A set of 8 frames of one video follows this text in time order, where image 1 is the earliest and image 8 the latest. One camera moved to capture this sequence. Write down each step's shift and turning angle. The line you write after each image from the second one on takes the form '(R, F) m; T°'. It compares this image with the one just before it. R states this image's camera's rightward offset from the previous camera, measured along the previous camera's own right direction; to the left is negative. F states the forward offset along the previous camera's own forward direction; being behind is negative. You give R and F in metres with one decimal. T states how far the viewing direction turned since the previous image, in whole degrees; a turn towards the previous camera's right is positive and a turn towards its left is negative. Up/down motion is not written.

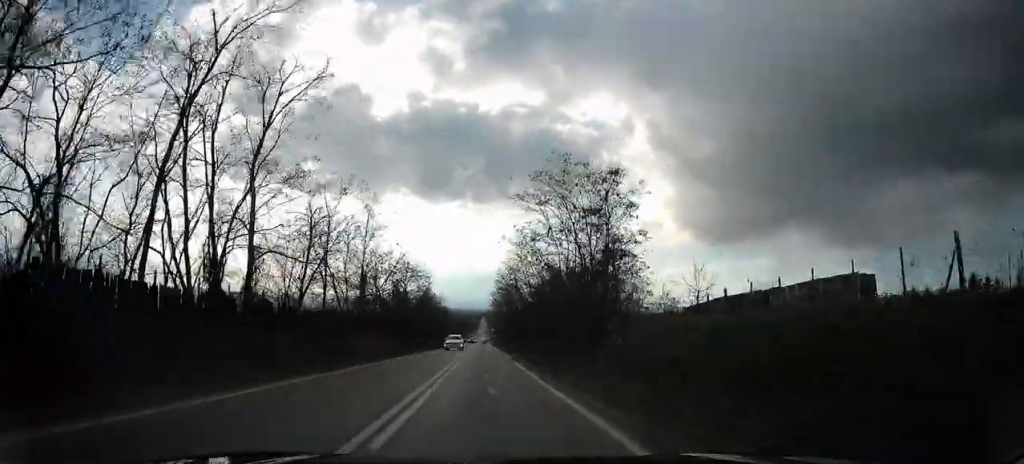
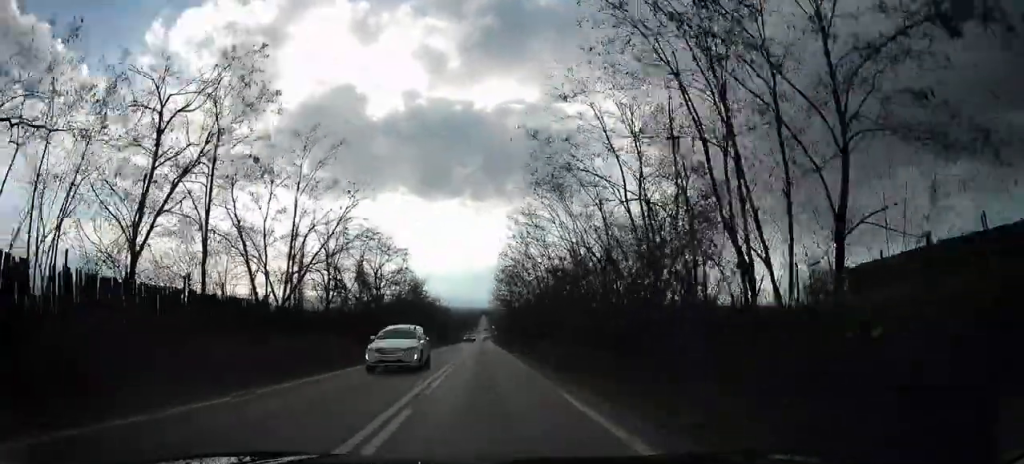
(-0.9, +16.4) m; -4°
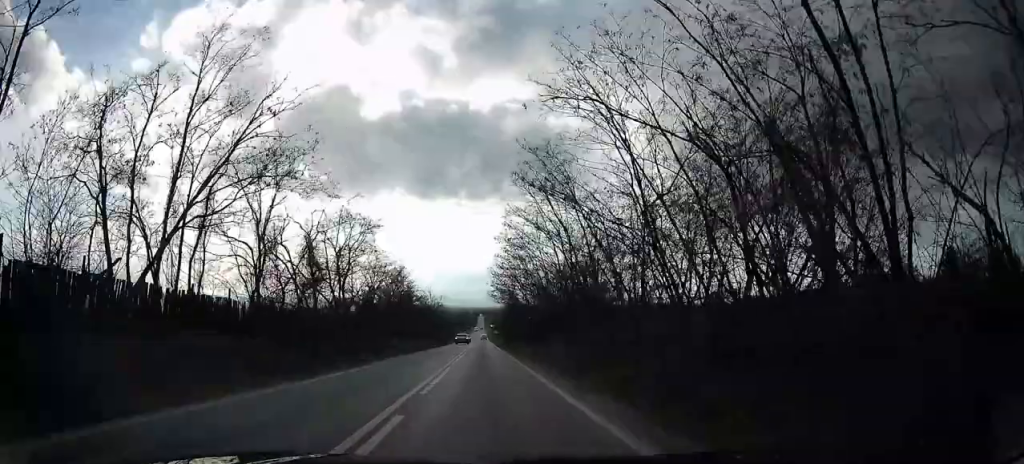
(+0.1, +11.5) m; -1°
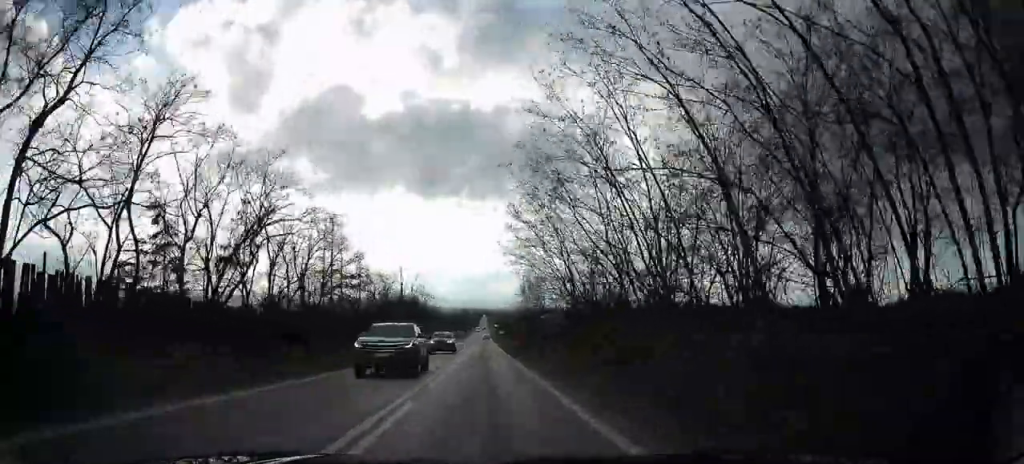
(-0.9, +31.2) m; -2°
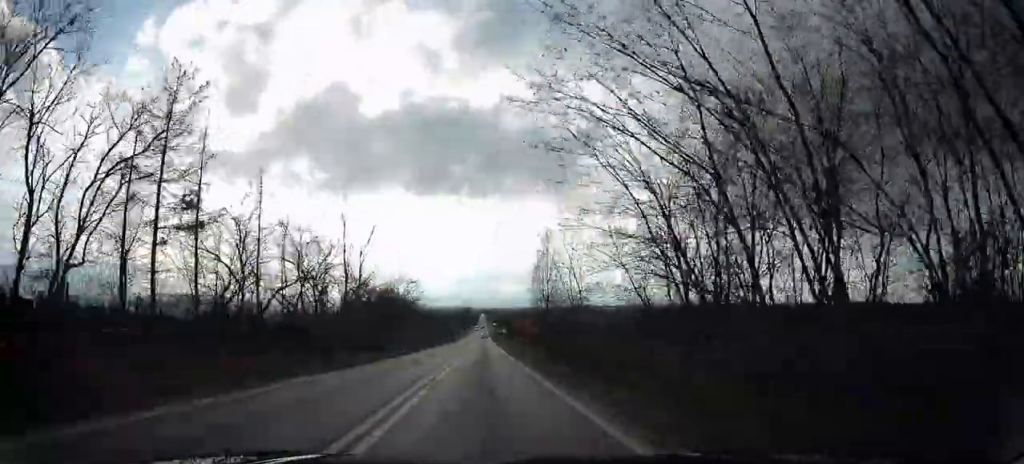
(0.0, +19.9) m; 0°
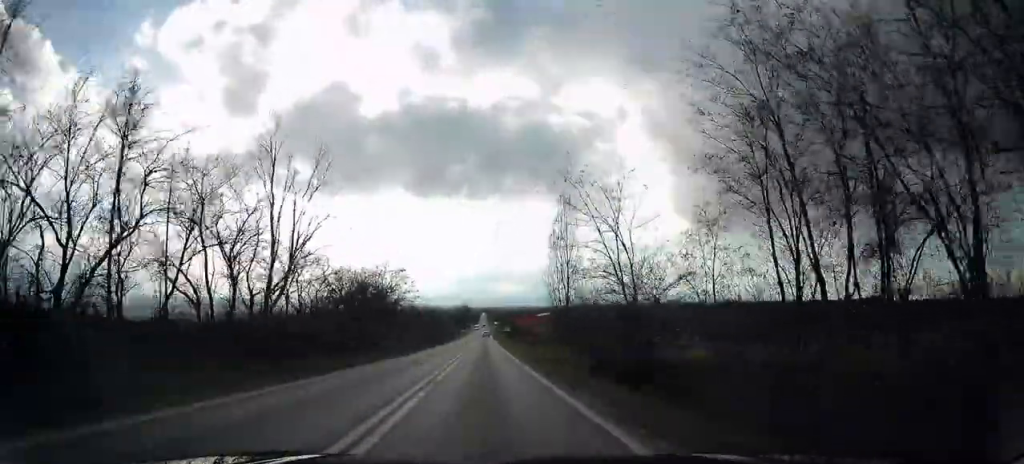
(0.0, +10.9) m; 0°
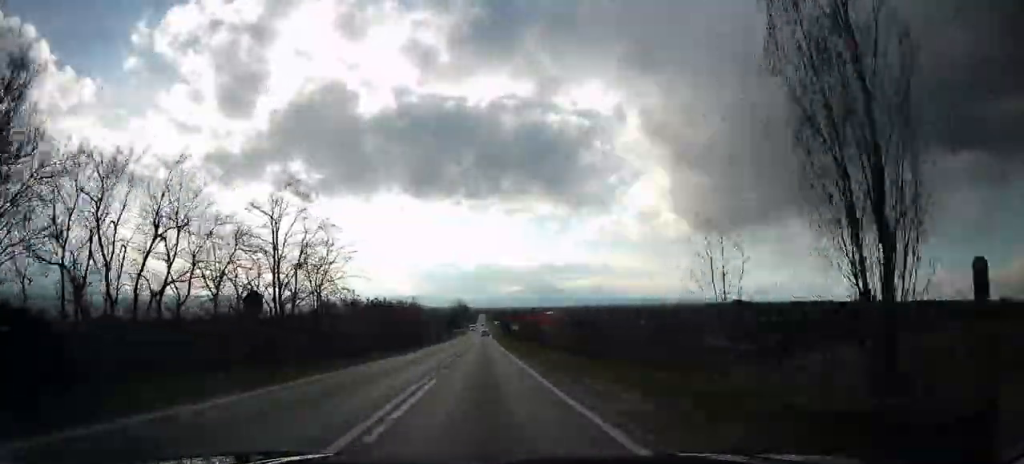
(+0.4, +30.6) m; +1°
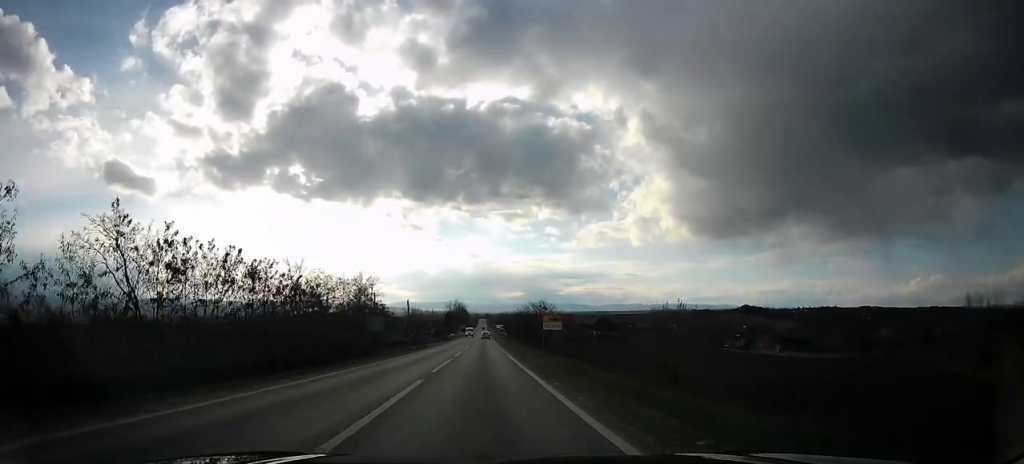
(+0.2, +35.8) m; +1°
